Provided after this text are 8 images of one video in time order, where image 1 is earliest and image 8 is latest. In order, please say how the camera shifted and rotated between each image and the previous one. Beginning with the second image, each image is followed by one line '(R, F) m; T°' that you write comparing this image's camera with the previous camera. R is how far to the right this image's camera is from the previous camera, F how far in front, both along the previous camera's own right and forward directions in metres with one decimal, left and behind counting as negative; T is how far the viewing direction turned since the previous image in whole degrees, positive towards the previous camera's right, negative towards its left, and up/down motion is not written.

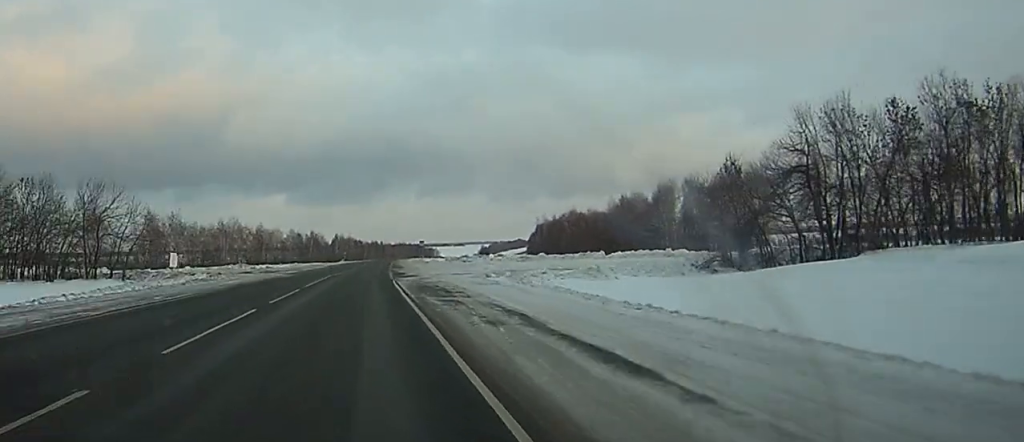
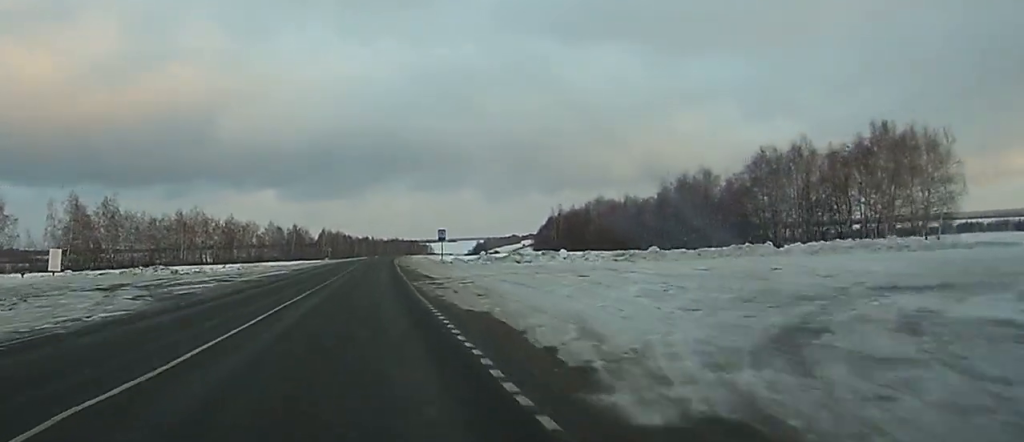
(-0.1, +45.4) m; 0°
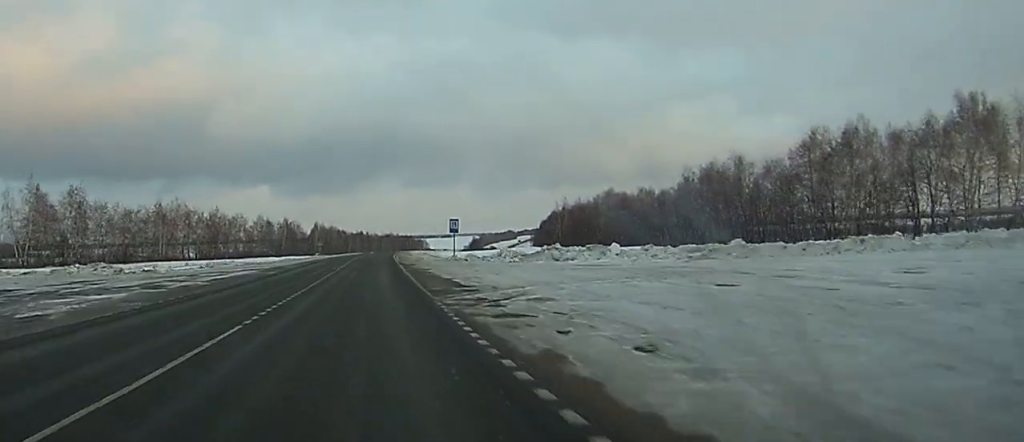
(0.0, +15.8) m; 0°
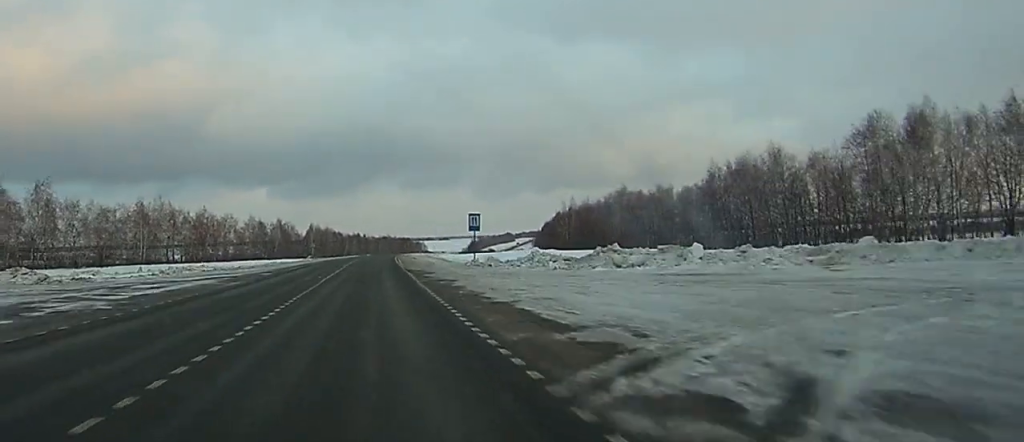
(0.0, +13.8) m; 0°
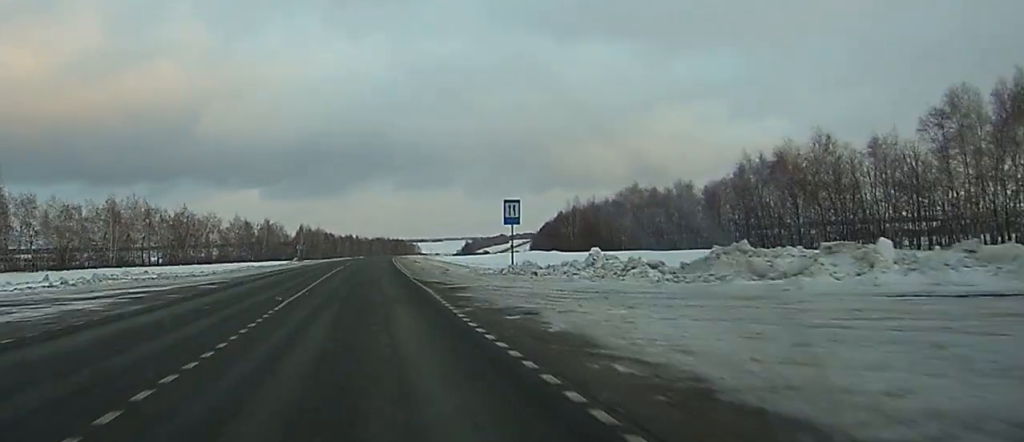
(0.0, +15.8) m; 0°
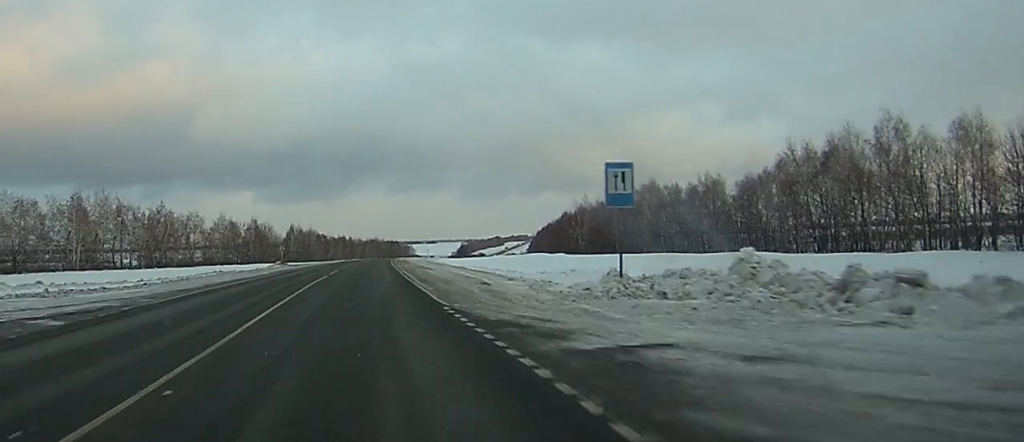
(0.0, +16.8) m; 0°
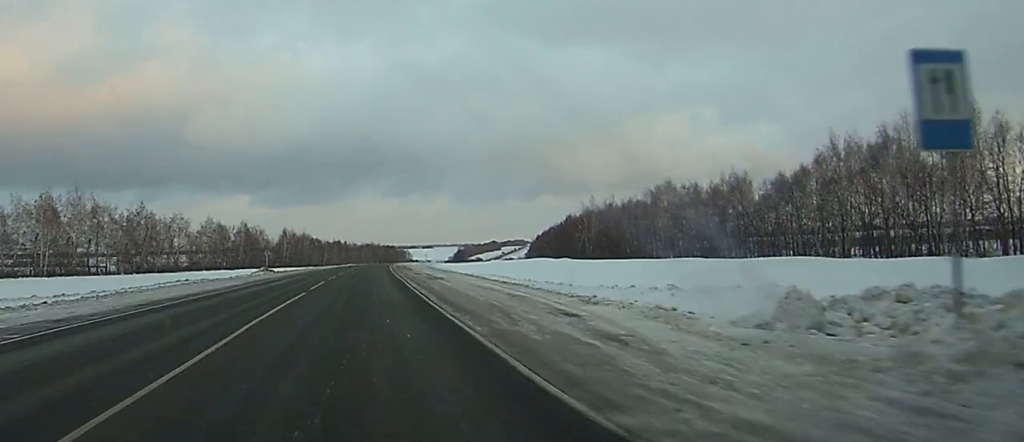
(0.0, +12.8) m; 0°
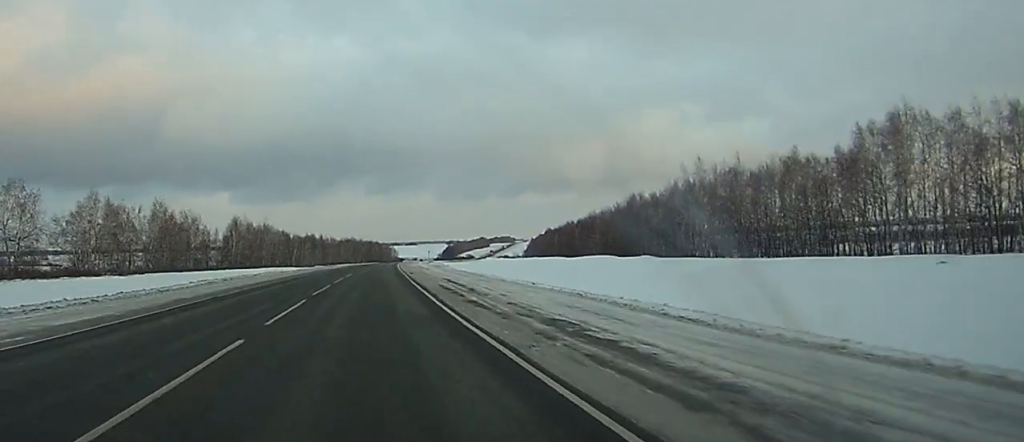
(+1.4, +86.5) m; +2°
